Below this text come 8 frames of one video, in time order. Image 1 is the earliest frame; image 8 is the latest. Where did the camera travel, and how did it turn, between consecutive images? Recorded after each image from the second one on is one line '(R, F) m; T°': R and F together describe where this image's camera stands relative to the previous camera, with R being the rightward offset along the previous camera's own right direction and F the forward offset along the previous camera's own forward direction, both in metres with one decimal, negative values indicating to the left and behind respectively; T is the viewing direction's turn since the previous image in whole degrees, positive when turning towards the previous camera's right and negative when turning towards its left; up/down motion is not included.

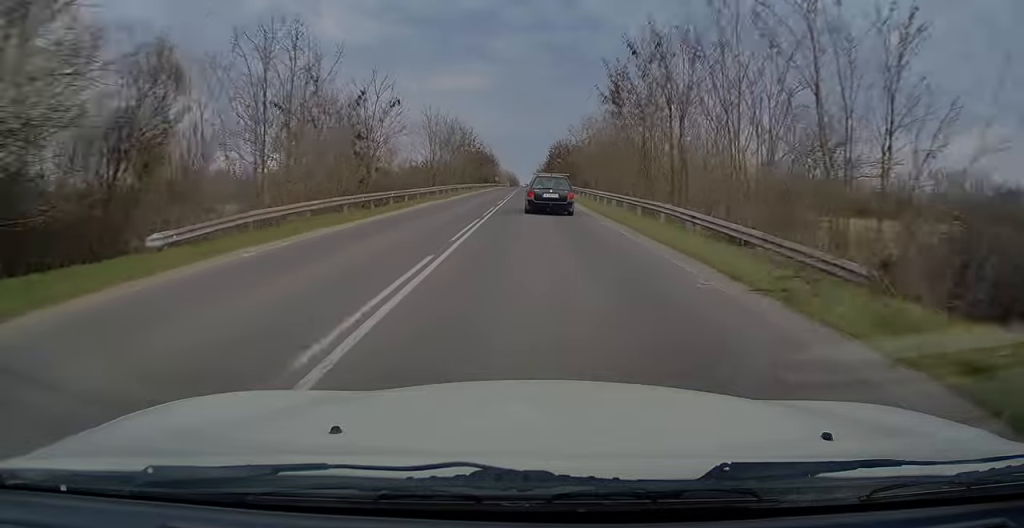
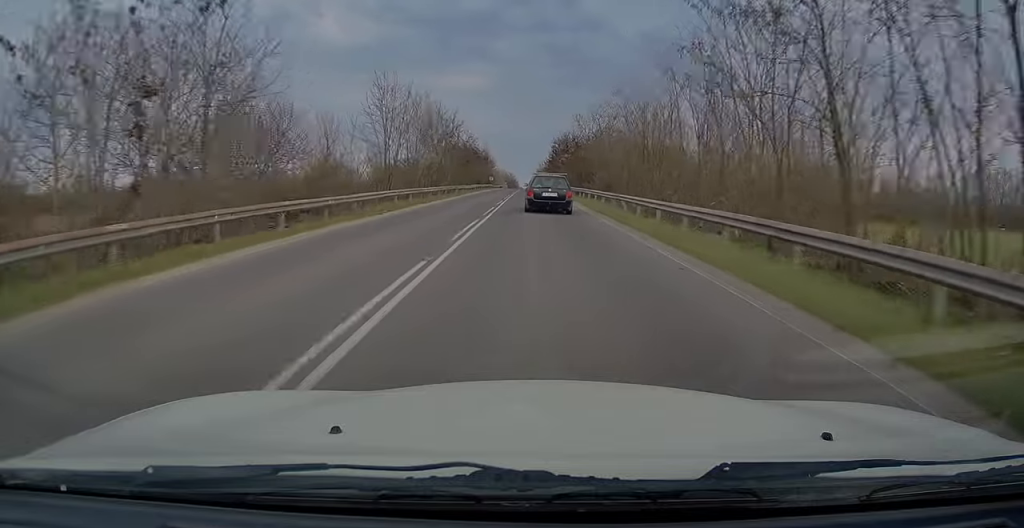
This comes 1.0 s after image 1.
(+0.1, +17.7) m; +1°
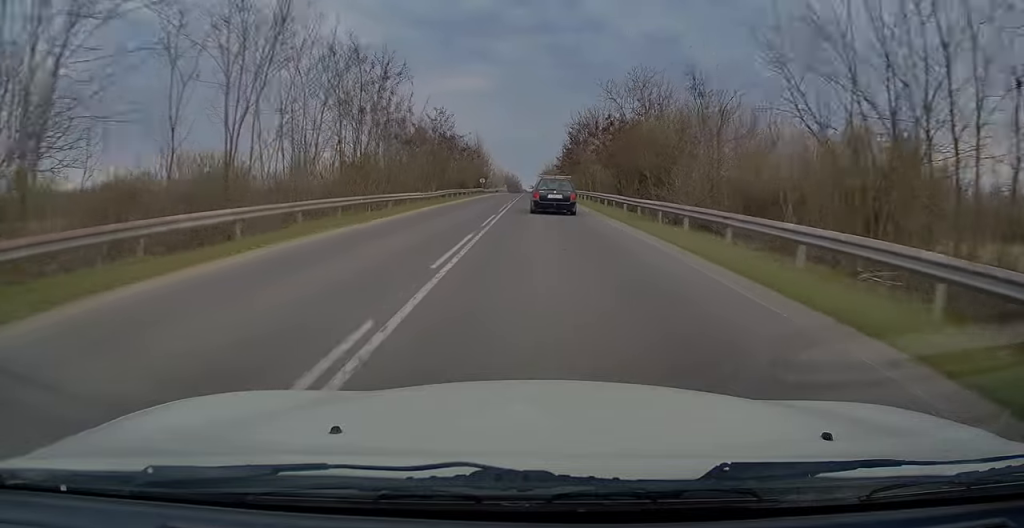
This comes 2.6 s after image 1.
(0.0, +29.7) m; -1°
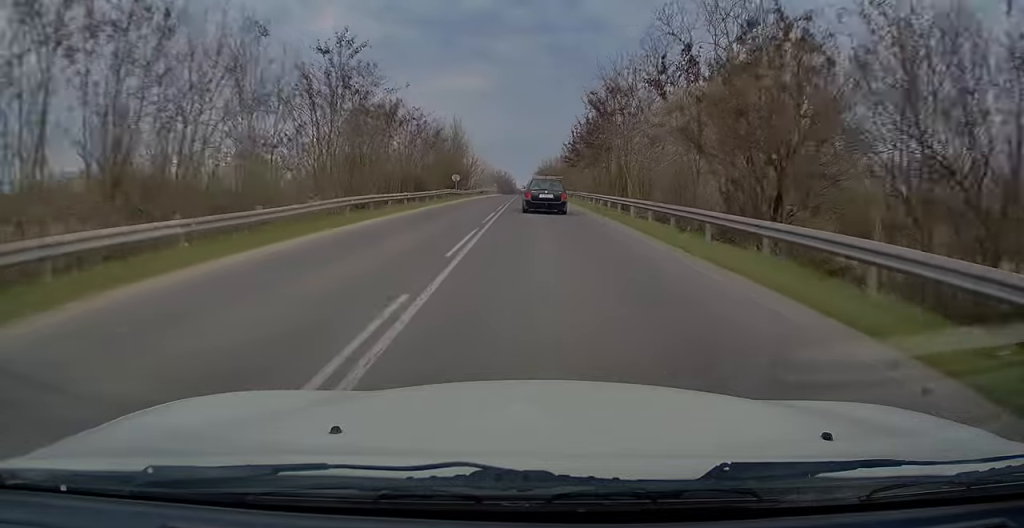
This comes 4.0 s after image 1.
(-0.3, +25.2) m; 0°
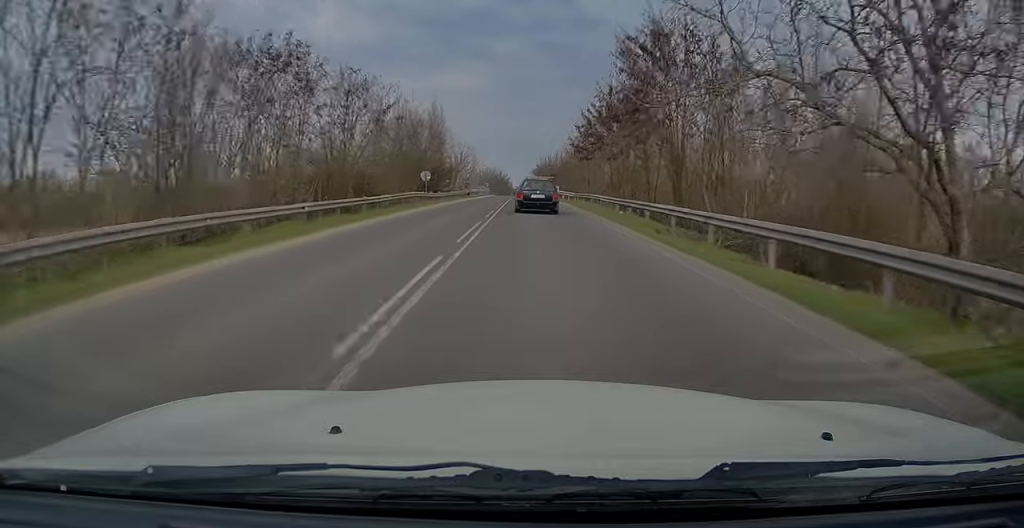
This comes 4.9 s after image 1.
(0.0, +15.4) m; 0°
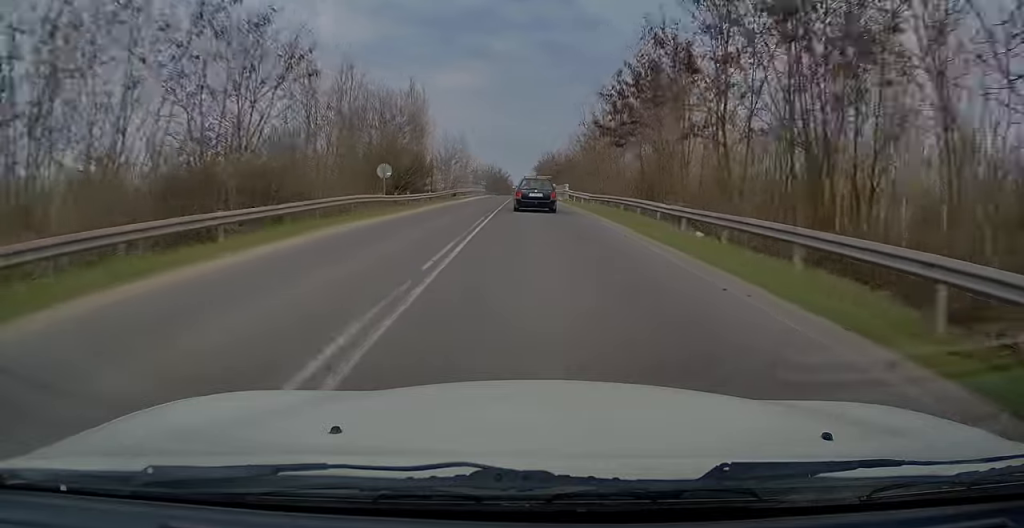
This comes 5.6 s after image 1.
(0.0, +12.4) m; 0°
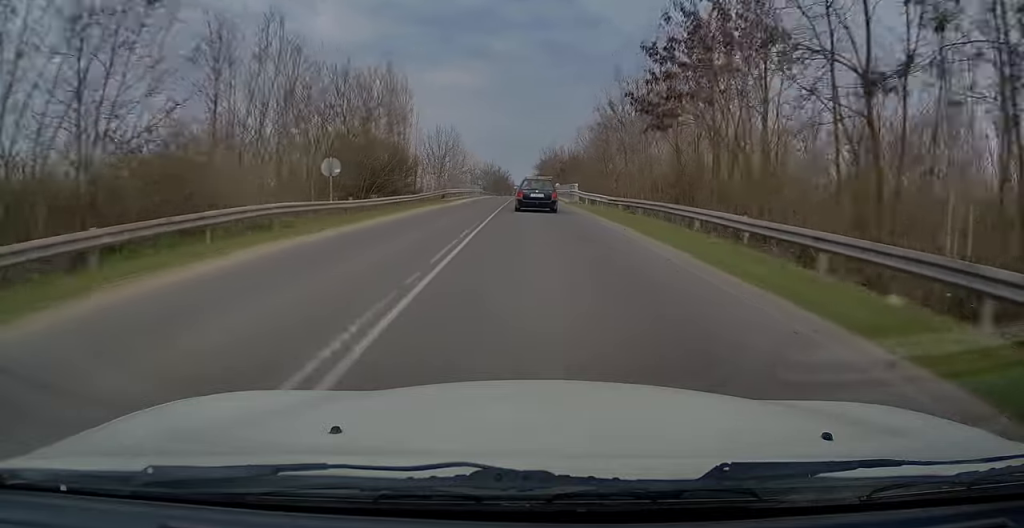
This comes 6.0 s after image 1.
(+0.1, +8.3) m; 0°
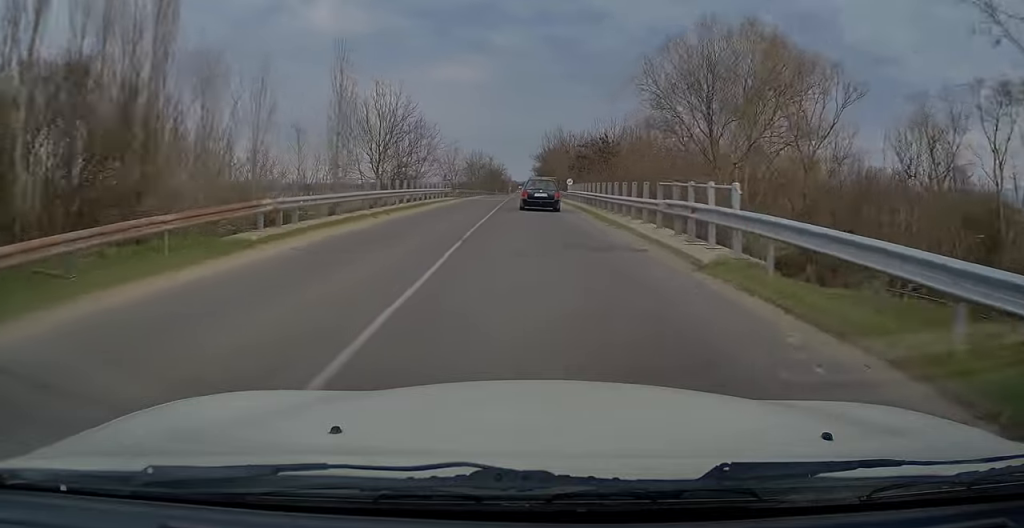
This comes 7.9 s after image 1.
(-0.1, +32.7) m; 0°
